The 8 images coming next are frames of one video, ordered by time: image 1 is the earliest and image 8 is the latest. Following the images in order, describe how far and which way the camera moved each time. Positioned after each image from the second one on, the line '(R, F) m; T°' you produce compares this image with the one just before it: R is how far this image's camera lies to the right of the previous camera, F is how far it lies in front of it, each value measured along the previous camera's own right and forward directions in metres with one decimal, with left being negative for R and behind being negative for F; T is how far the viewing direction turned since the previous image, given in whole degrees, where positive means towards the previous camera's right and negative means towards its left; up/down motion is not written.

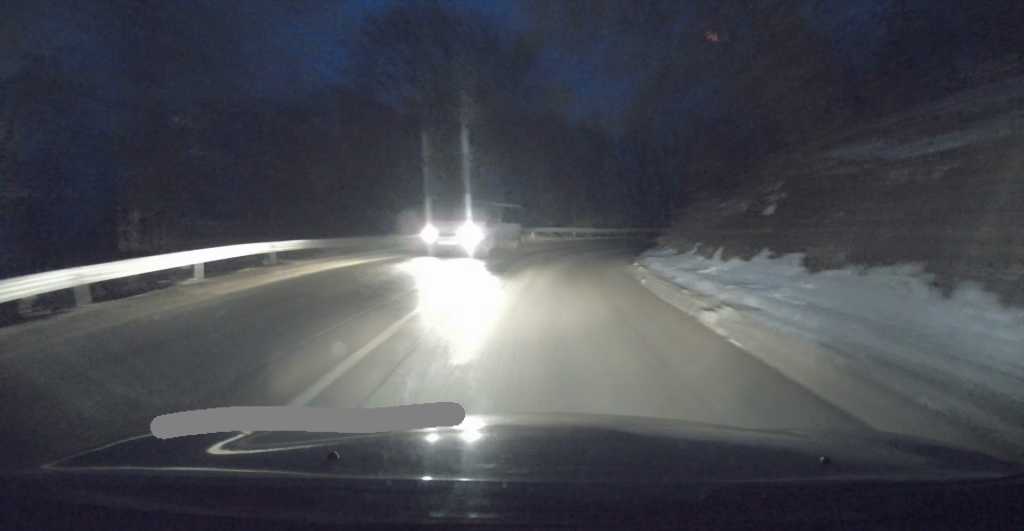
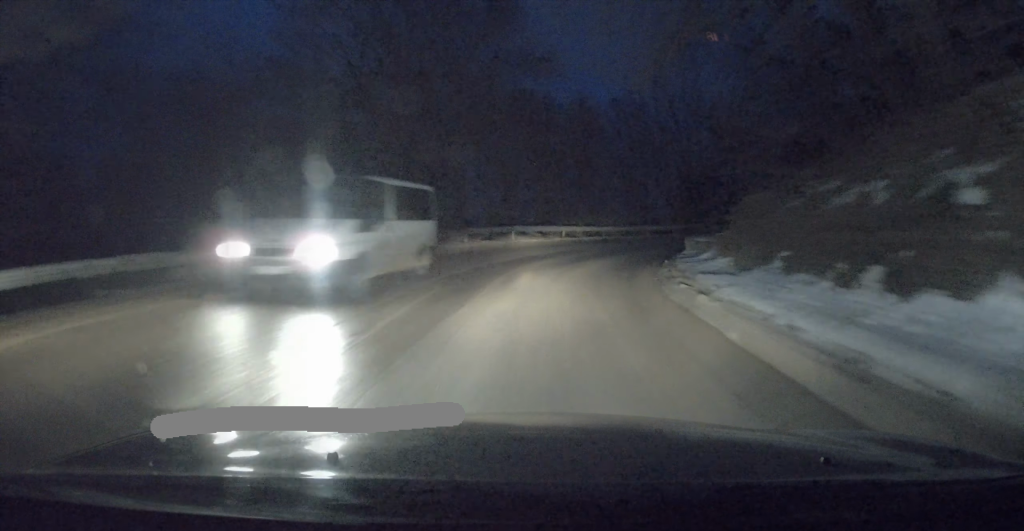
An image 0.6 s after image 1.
(+0.2, +7.0) m; +4°
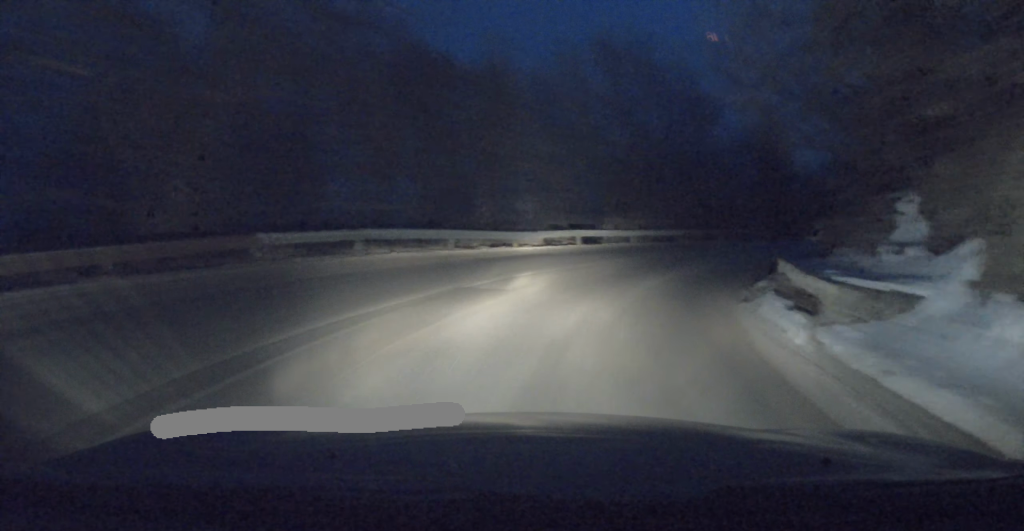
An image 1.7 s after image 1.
(+1.1, +13.3) m; +12°
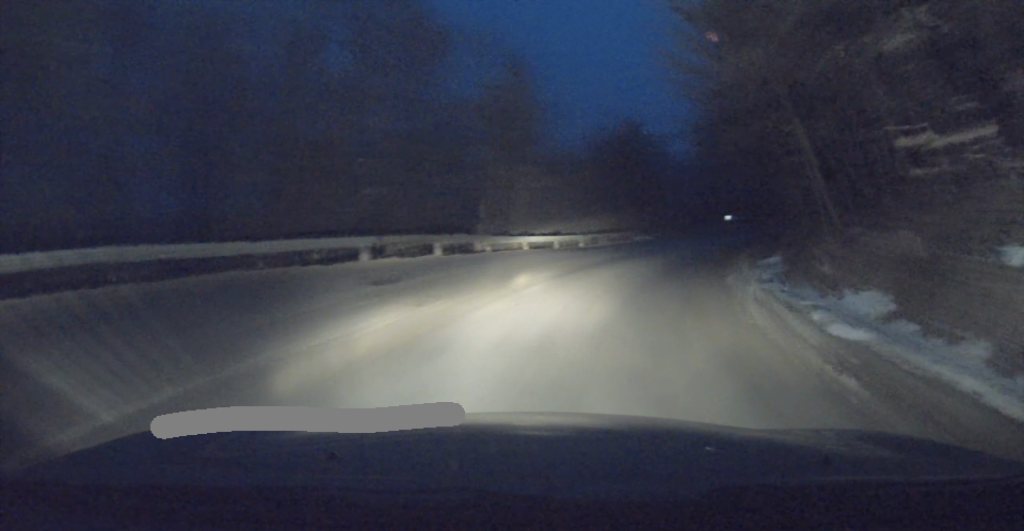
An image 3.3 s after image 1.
(+2.6, +16.0) m; +18°
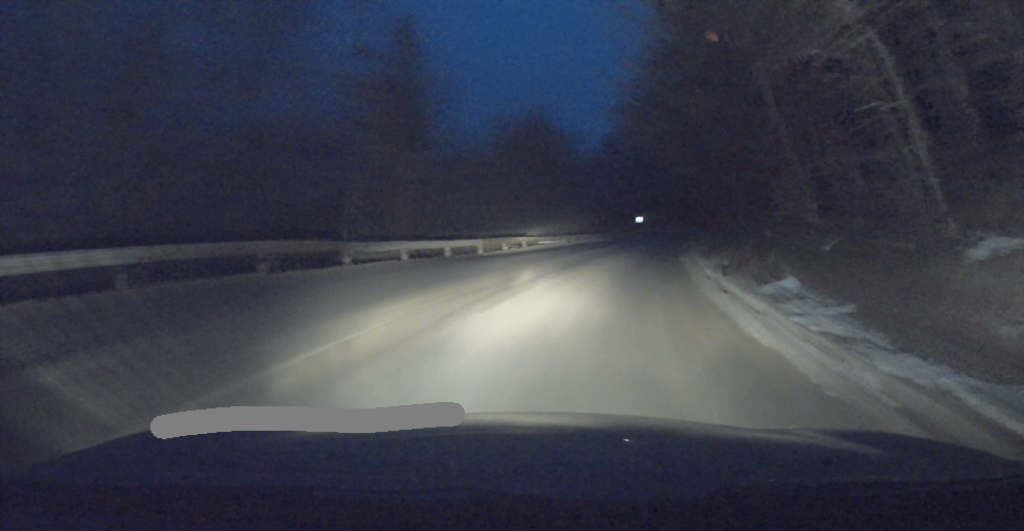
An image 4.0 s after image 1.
(+0.2, +6.4) m; +8°
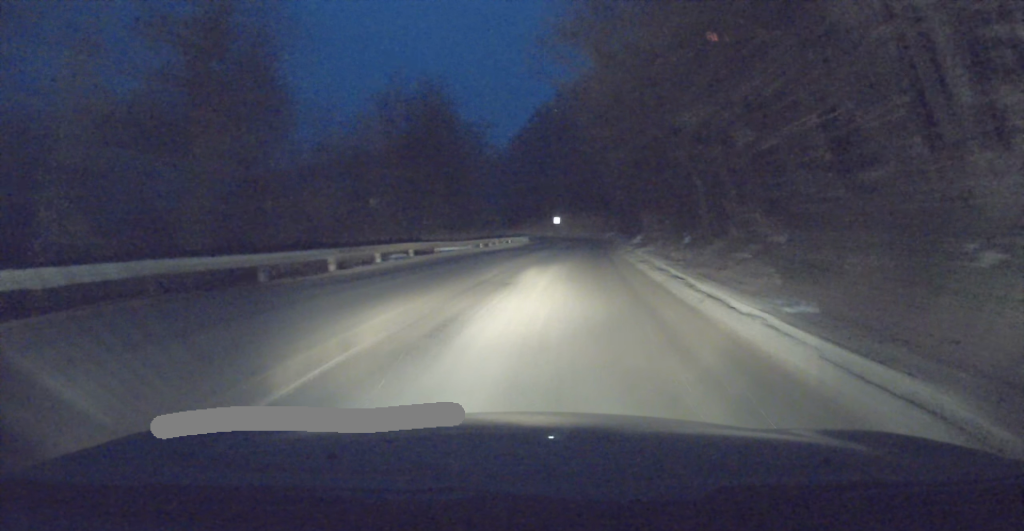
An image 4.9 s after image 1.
(+1.1, +9.2) m; +7°
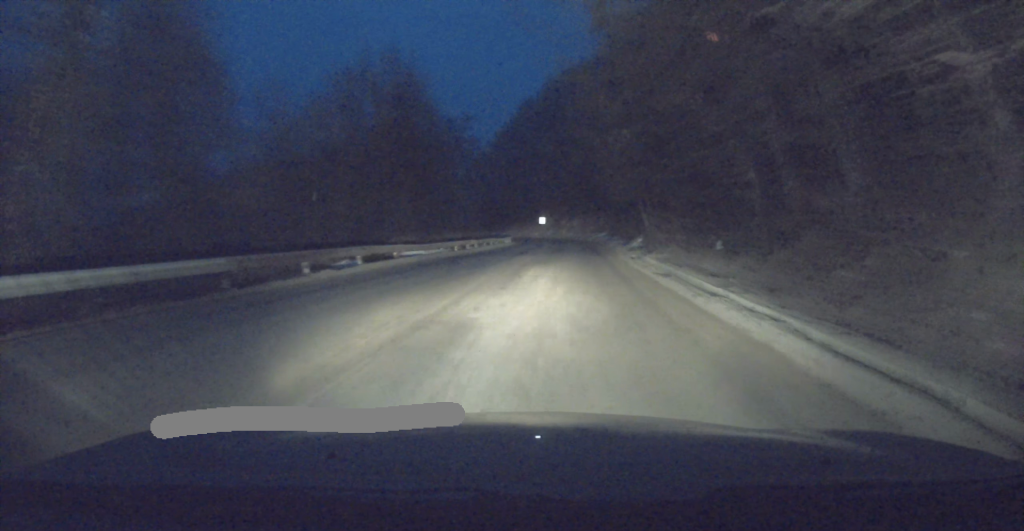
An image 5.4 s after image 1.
(+0.1, +5.3) m; +2°
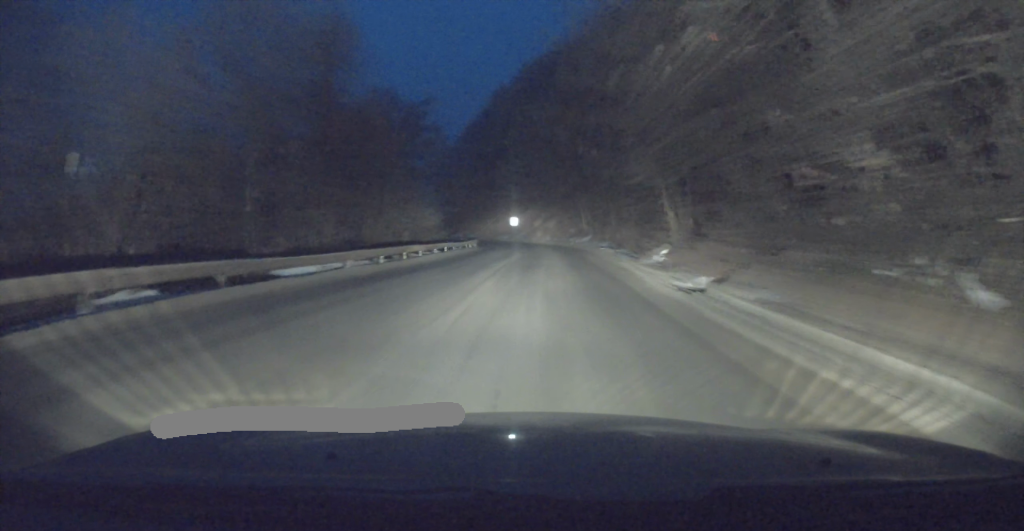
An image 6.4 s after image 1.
(+0.2, +11.0) m; +3°
